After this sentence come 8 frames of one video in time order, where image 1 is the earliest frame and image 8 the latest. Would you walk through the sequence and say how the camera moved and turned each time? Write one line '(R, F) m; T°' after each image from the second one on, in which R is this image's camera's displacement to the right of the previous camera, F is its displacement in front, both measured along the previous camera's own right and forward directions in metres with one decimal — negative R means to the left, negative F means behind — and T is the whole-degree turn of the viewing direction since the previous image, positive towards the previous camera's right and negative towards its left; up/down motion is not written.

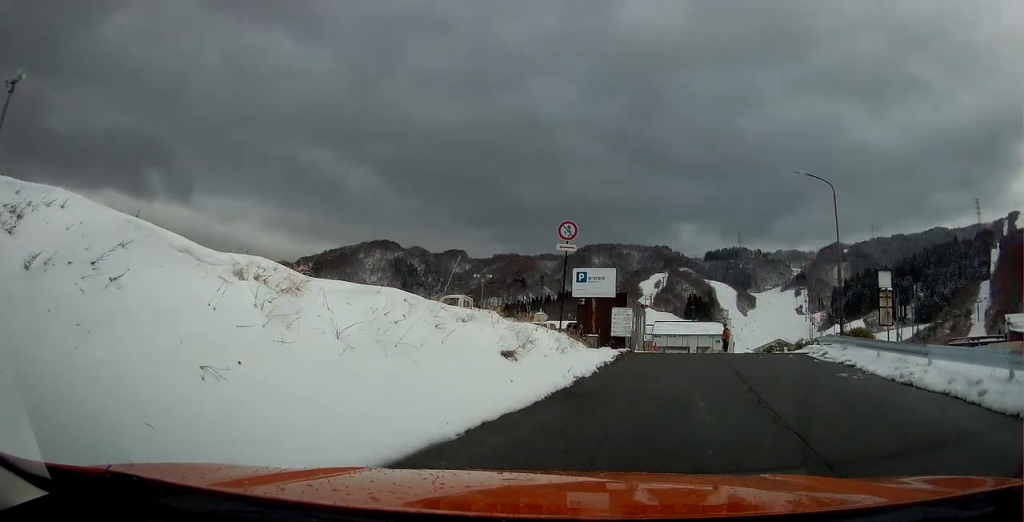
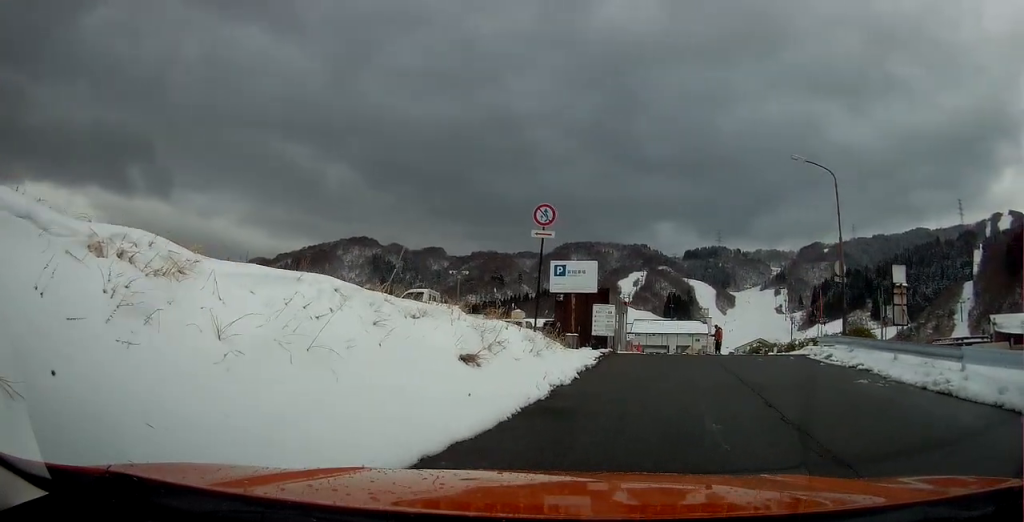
(-0.1, +2.1) m; -3°
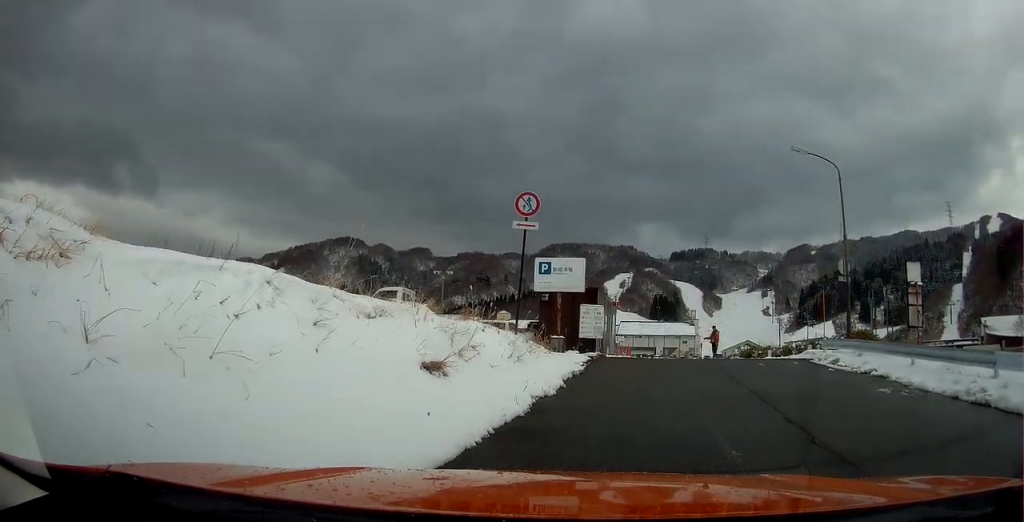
(-0.1, +1.6) m; -3°
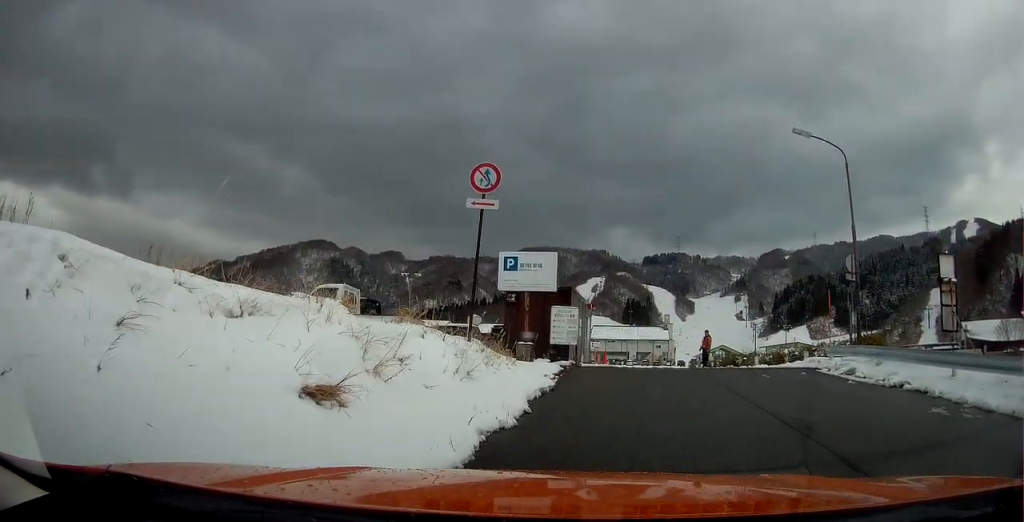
(0.0, +2.7) m; +4°
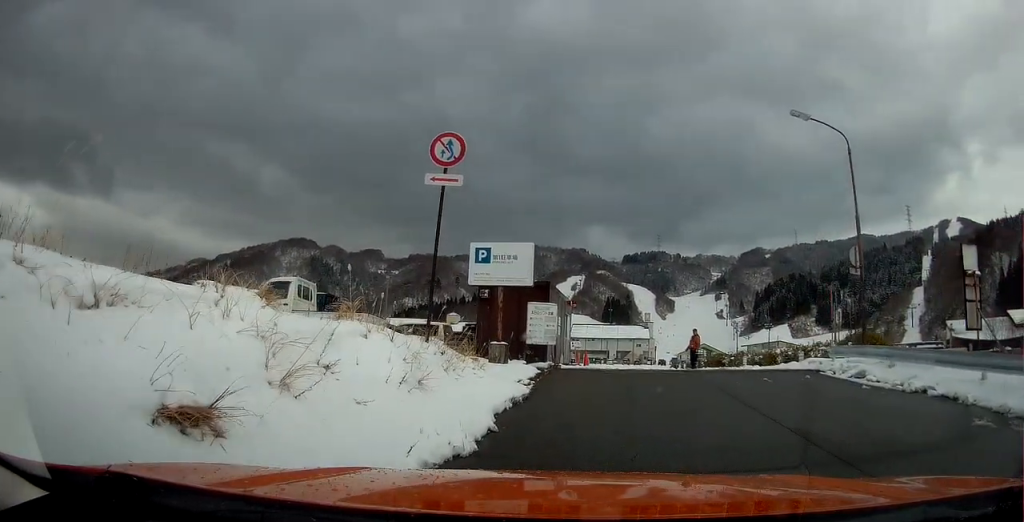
(-0.1, +1.5) m; +5°
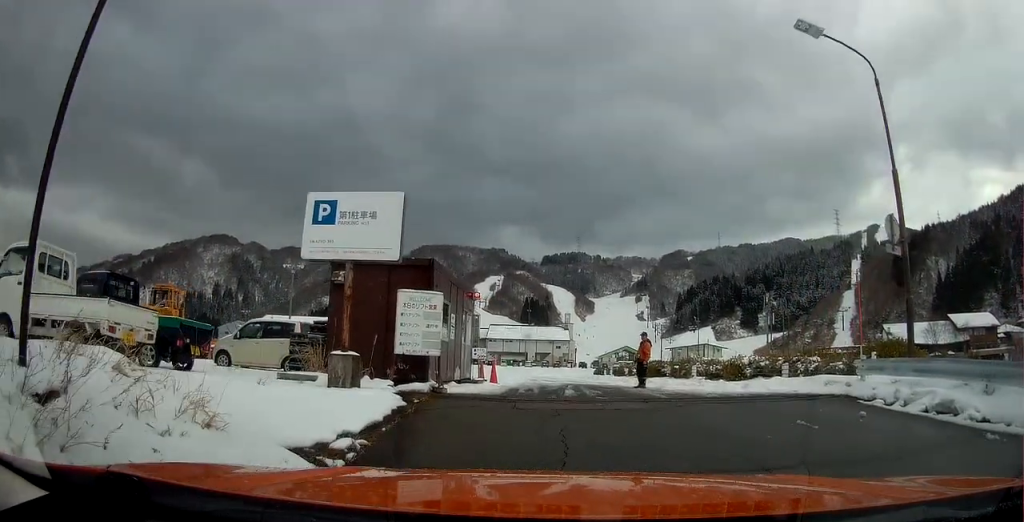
(+0.8, +6.1) m; +10°
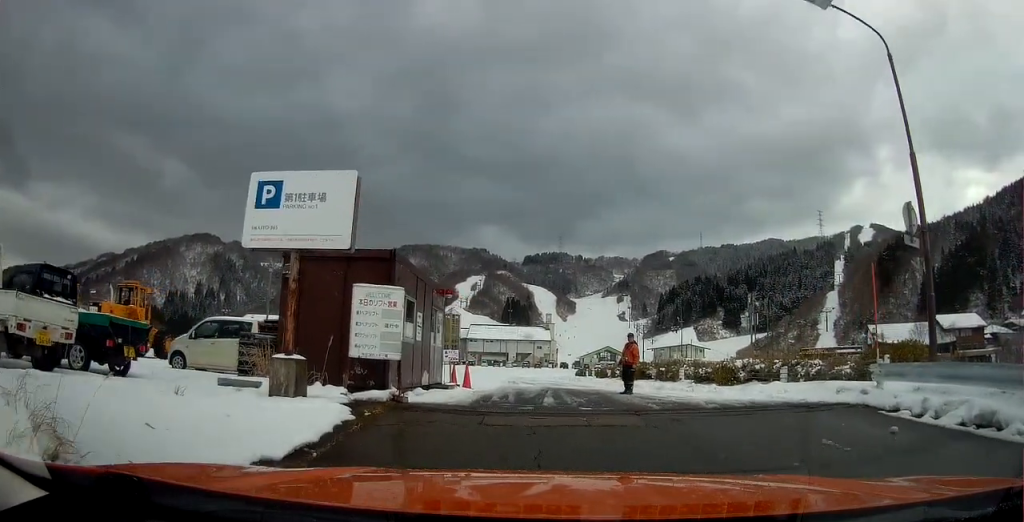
(+0.1, +1.4) m; -1°
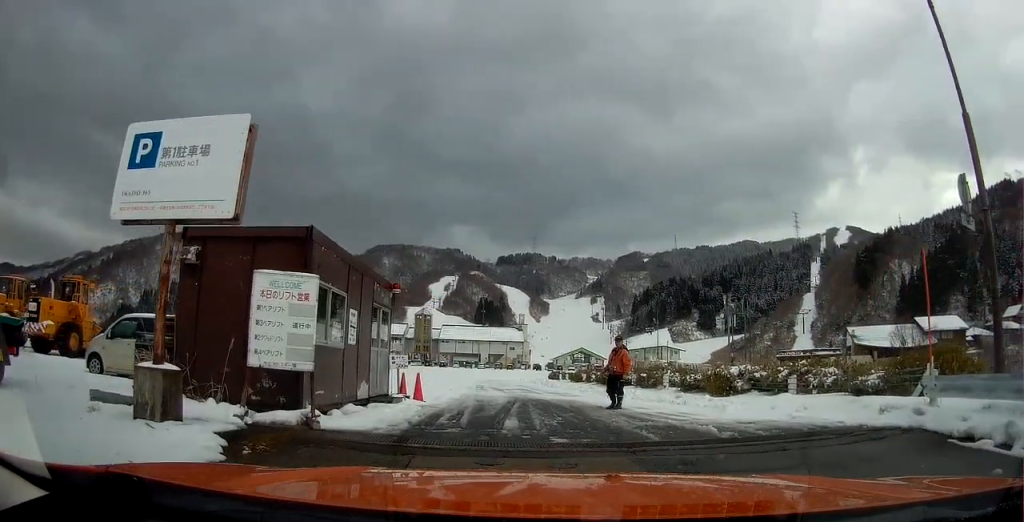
(0.0, +2.7) m; 0°
